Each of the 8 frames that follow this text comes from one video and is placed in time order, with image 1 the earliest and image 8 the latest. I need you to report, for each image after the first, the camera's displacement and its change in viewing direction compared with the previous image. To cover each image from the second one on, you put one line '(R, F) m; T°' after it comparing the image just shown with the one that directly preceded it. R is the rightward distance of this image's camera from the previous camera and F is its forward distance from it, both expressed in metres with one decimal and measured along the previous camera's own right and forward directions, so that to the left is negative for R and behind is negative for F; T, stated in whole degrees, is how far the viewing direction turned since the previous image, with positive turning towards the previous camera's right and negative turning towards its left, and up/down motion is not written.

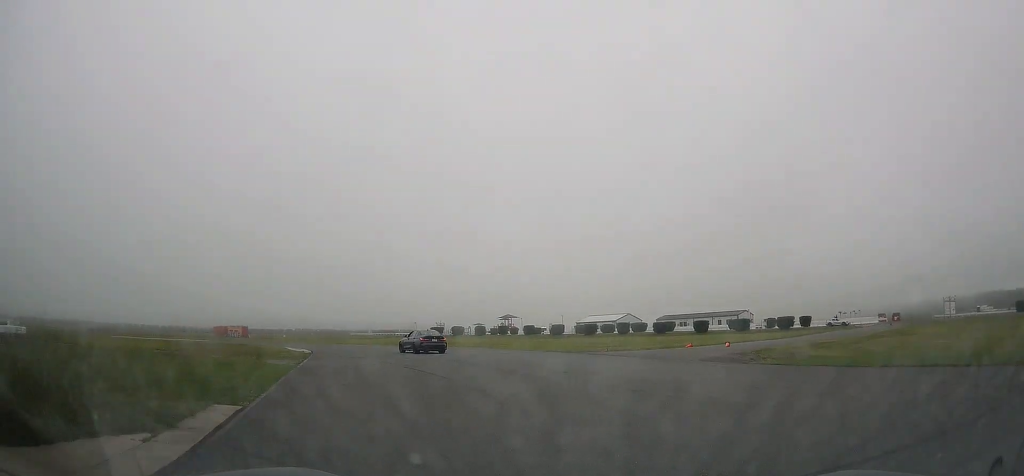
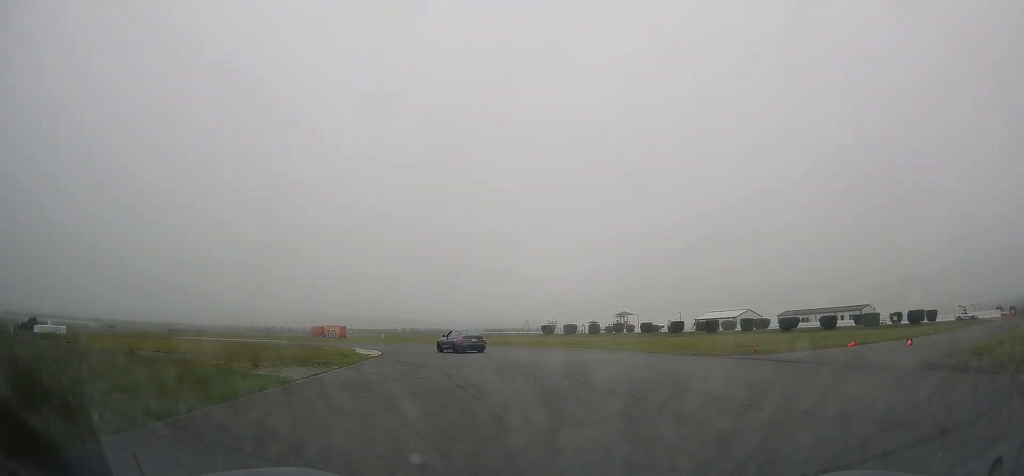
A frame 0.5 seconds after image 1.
(-0.9, +7.9) m; -11°
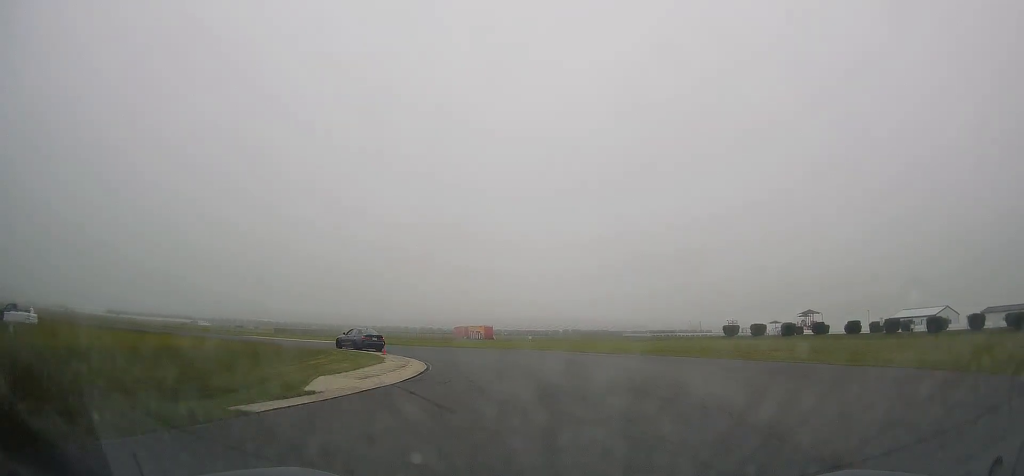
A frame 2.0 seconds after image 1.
(-5.4, +23.9) m; -21°
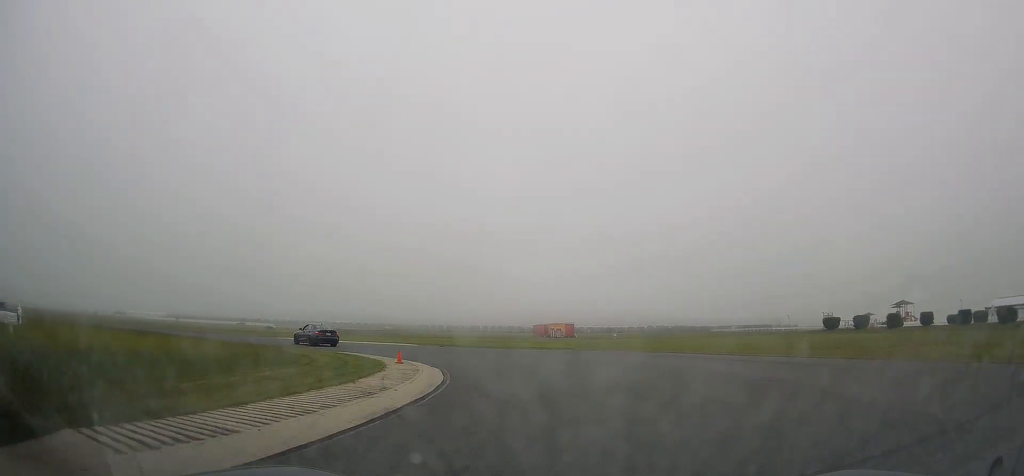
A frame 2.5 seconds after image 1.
(-0.5, +10.0) m; -8°
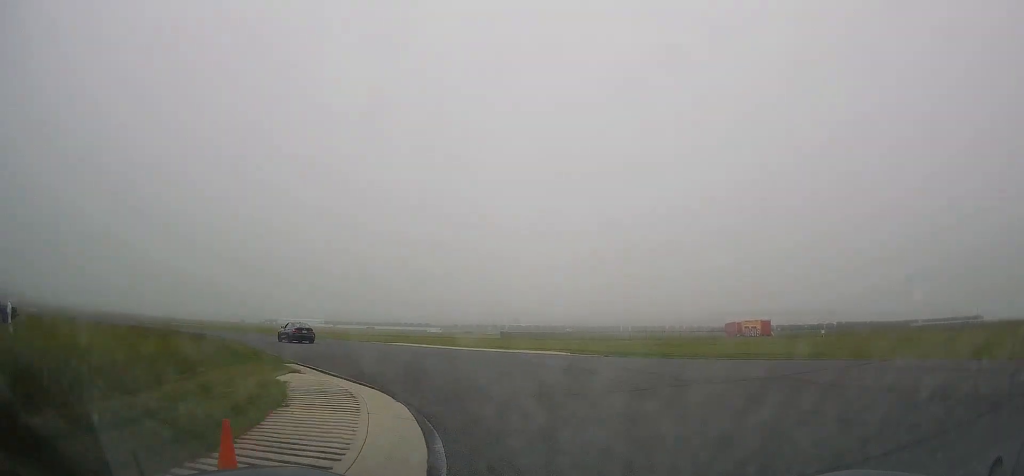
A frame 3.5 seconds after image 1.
(-1.9, +16.8) m; -18°
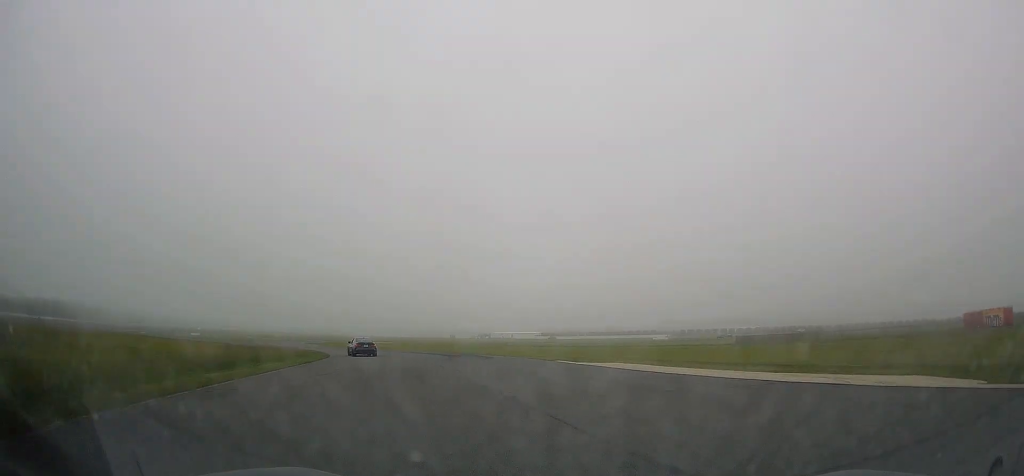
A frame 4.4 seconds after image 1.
(-3.3, +18.2) m; -21°
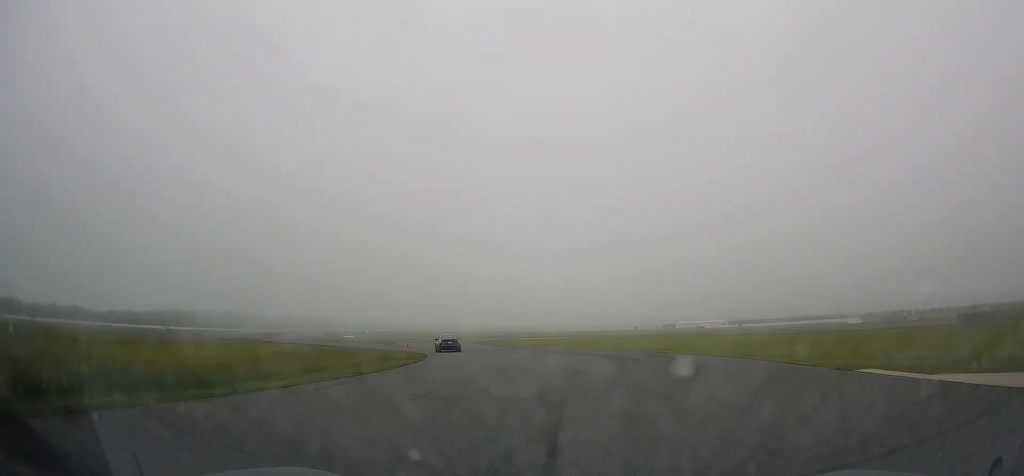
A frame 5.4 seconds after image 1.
(-3.5, +20.3) m; -17°
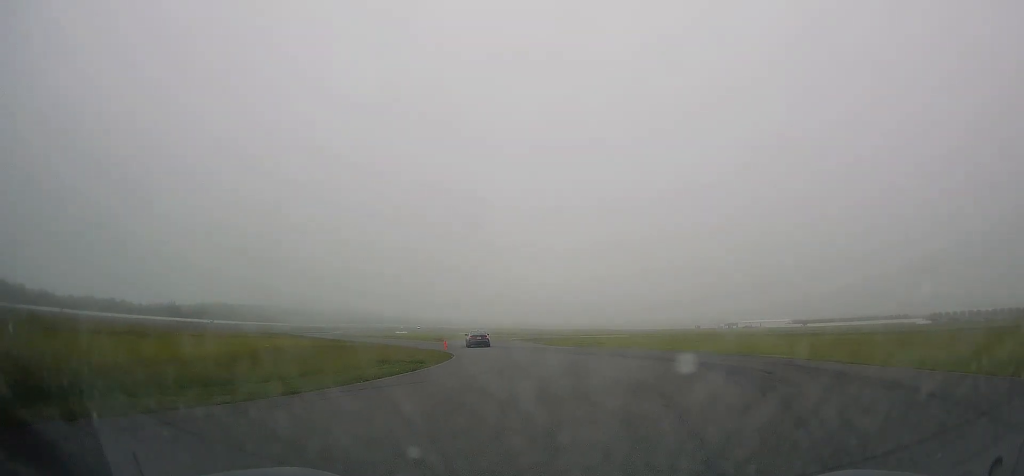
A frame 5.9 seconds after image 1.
(-1.0, +10.7) m; -5°
